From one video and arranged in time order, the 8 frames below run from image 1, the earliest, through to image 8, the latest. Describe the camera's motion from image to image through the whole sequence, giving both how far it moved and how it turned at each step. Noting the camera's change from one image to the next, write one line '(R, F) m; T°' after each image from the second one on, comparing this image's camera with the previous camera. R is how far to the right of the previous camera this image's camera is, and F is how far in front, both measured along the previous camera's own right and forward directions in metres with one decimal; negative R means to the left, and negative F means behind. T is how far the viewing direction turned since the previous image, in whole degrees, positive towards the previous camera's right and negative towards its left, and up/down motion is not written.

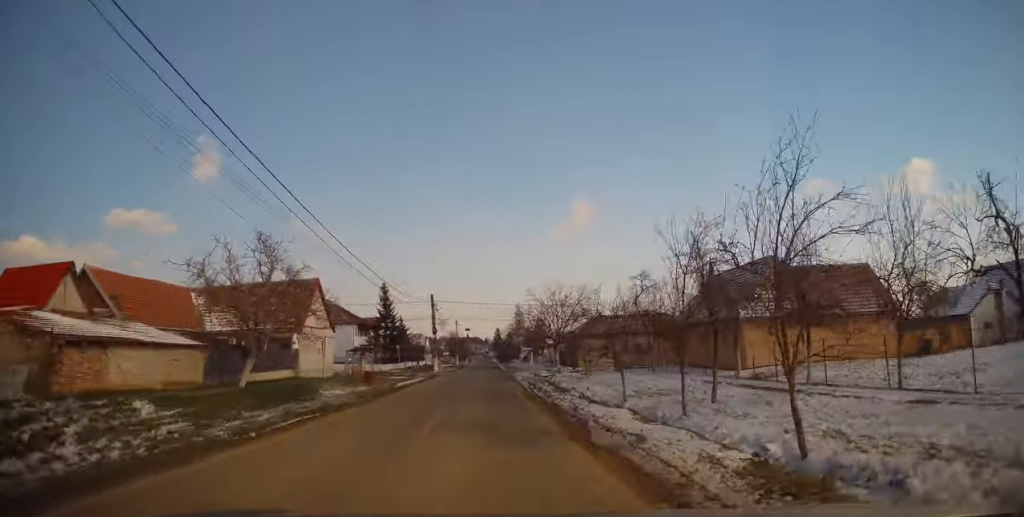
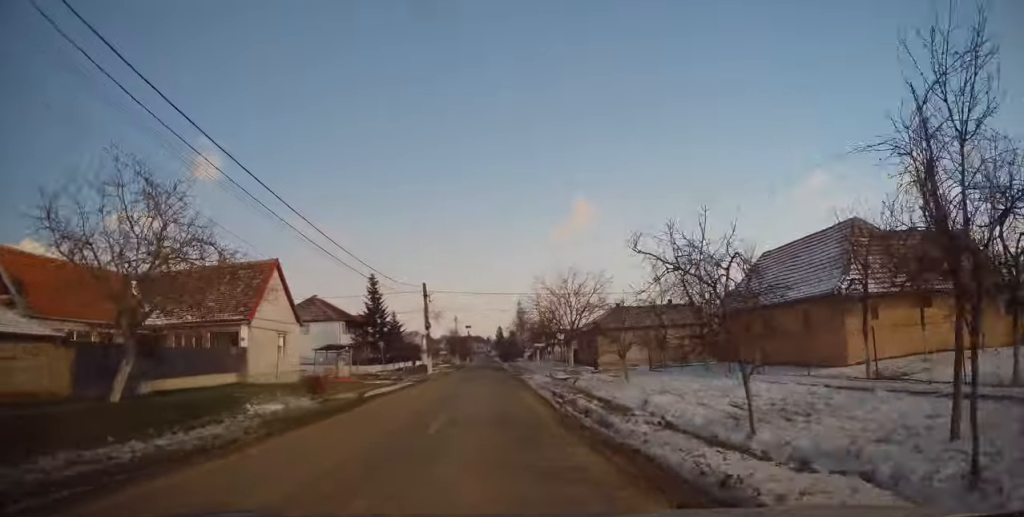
(-0.2, +8.6) m; -1°
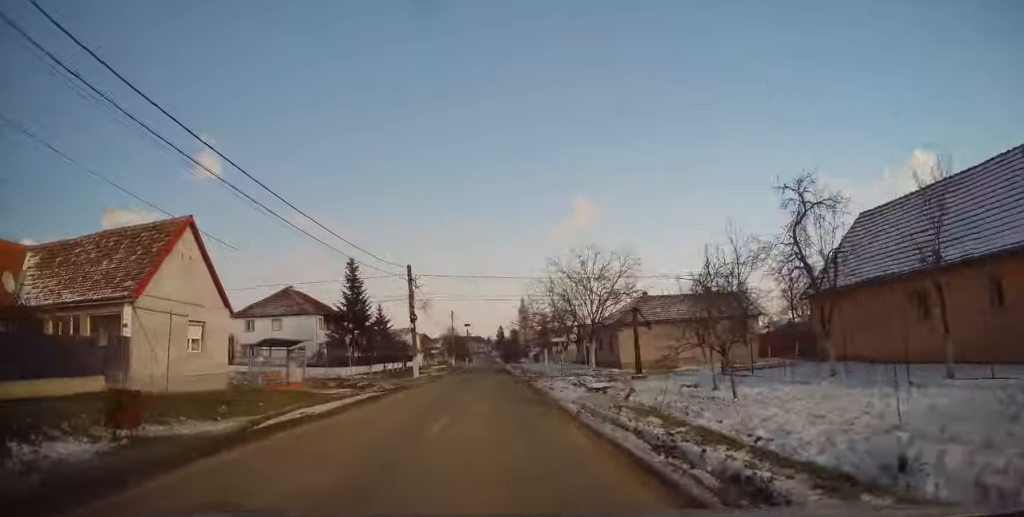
(-0.5, +10.4) m; -1°
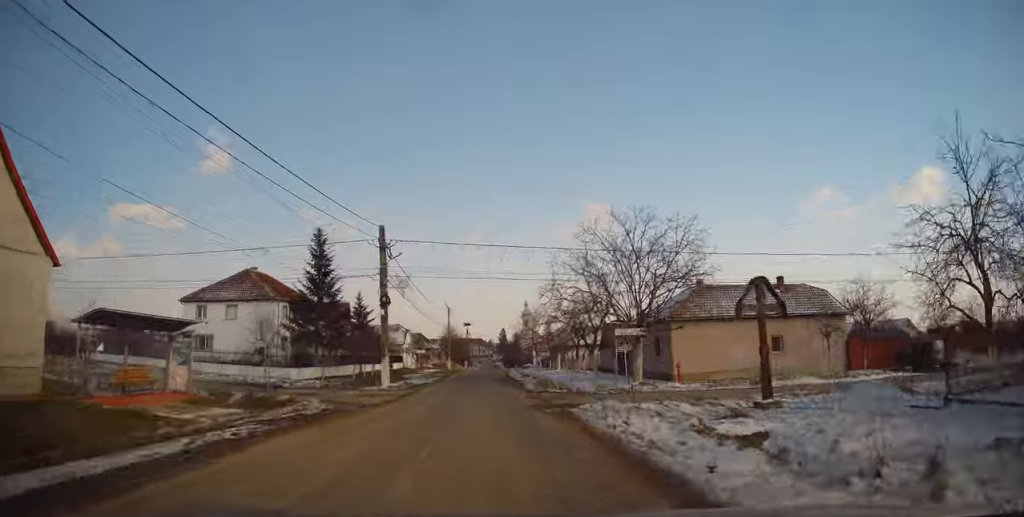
(+0.2, +12.3) m; +1°
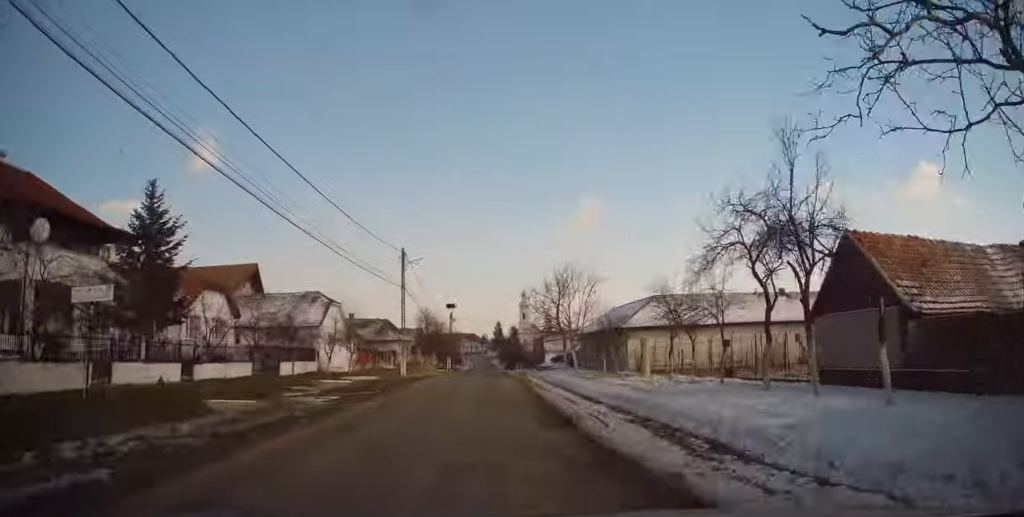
(+0.5, +33.3) m; +1°
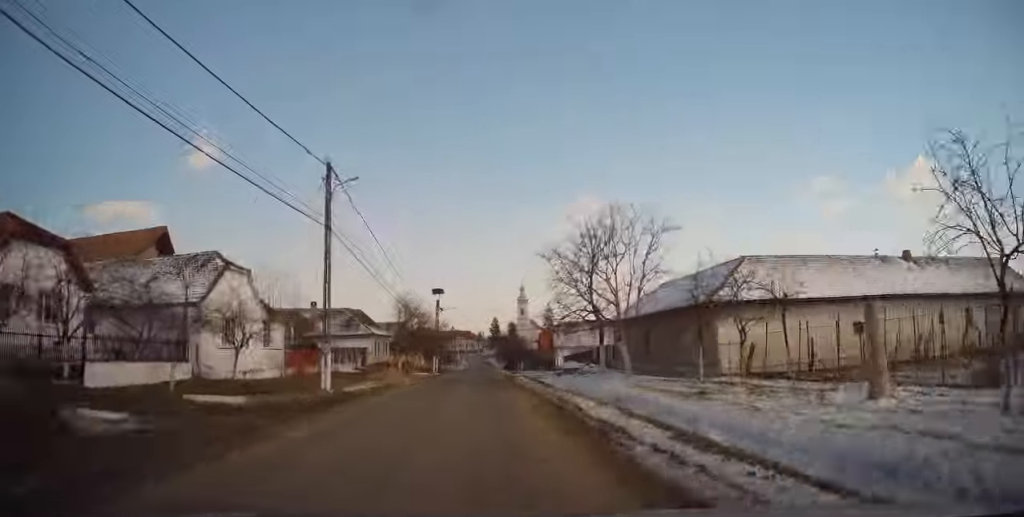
(0.0, +15.7) m; 0°
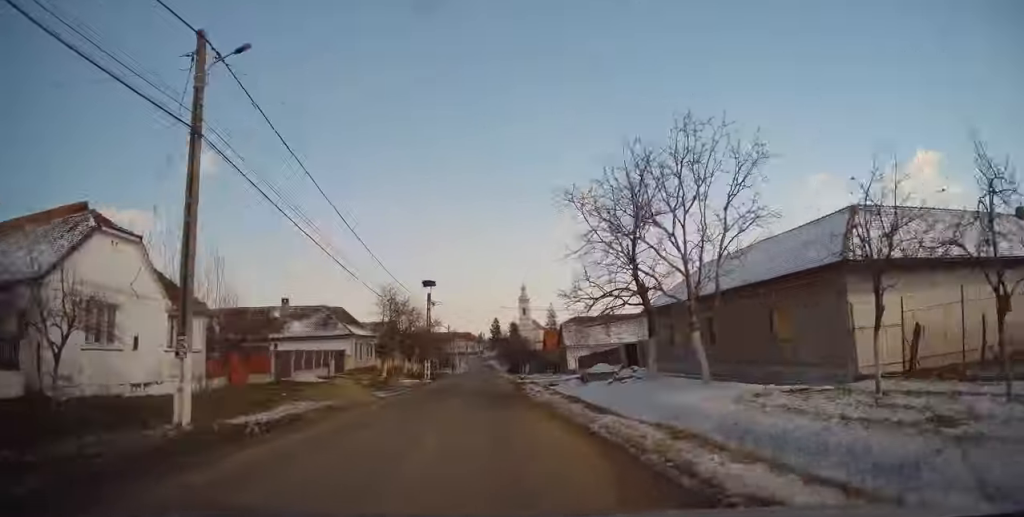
(0.0, +9.1) m; +1°
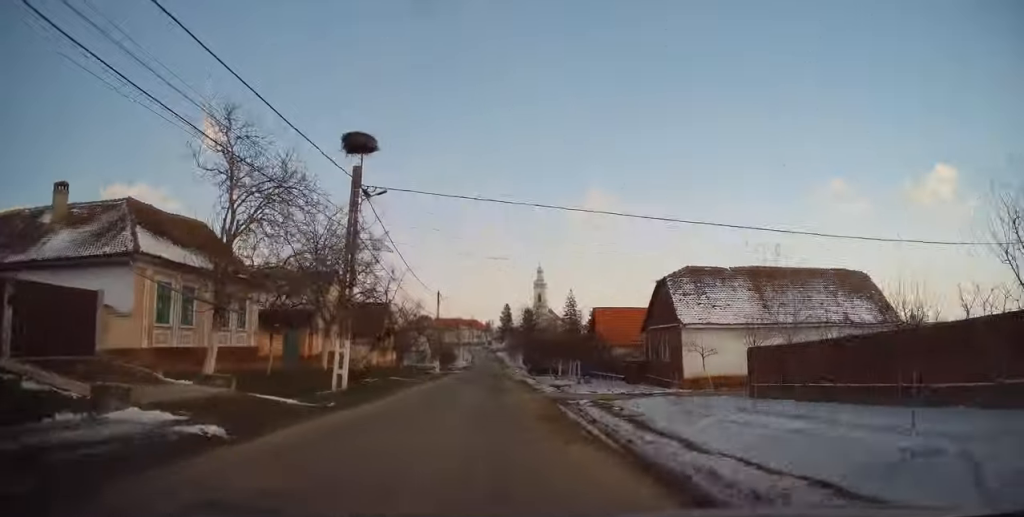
(0.0, +33.3) m; -1°
